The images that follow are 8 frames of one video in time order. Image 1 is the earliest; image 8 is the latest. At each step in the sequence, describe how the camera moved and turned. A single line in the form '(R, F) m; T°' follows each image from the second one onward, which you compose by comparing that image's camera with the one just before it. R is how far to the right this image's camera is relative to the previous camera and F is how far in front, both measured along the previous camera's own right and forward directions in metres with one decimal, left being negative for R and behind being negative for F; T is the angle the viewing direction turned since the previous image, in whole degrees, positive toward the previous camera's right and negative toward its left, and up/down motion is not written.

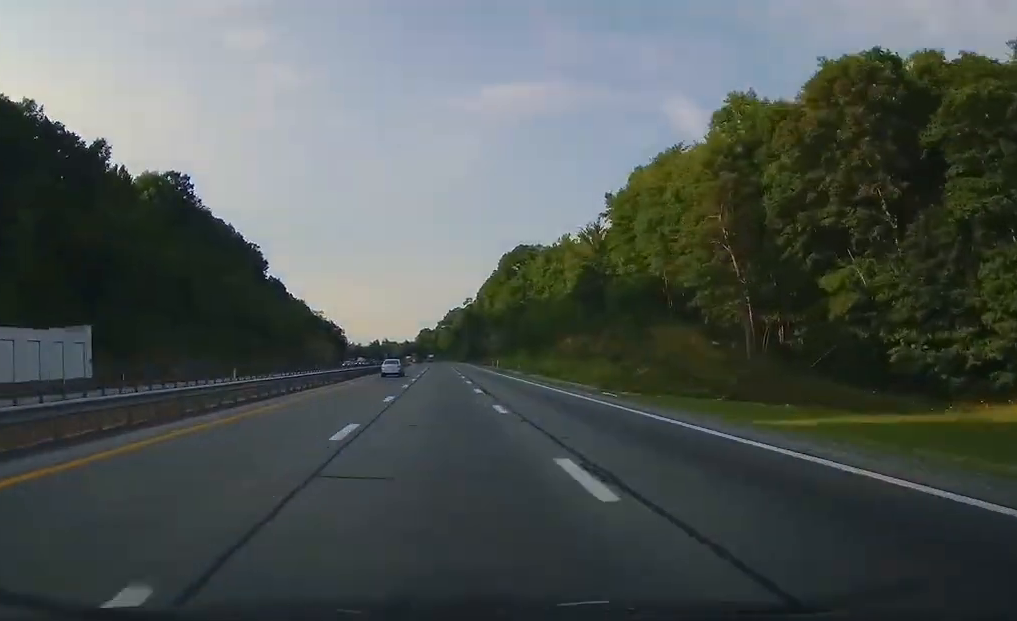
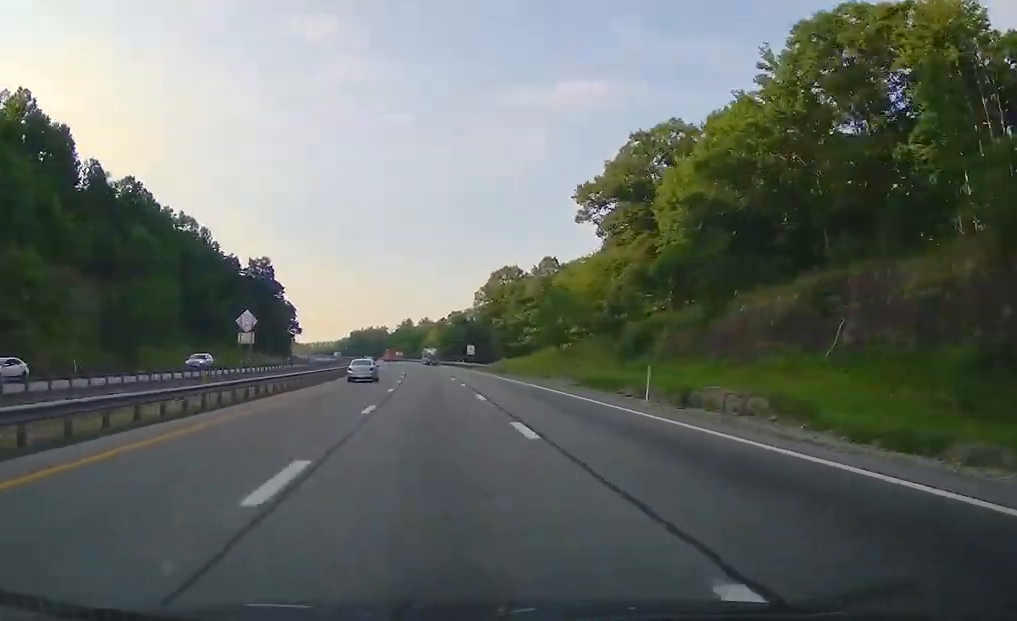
(-14.0, +306.3) m; -7°
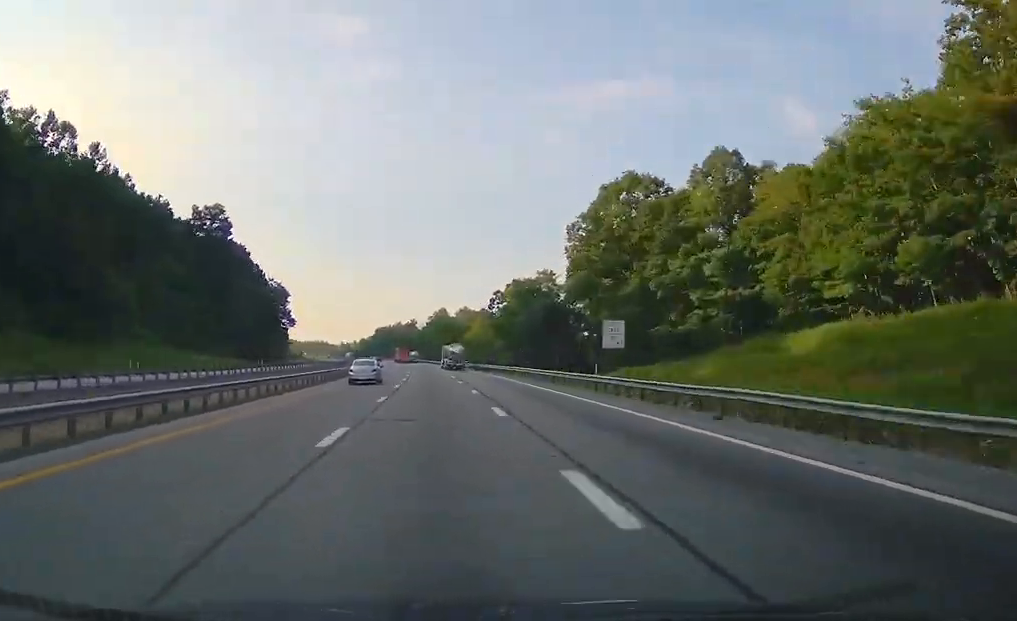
(-1.0, +80.0) m; -3°
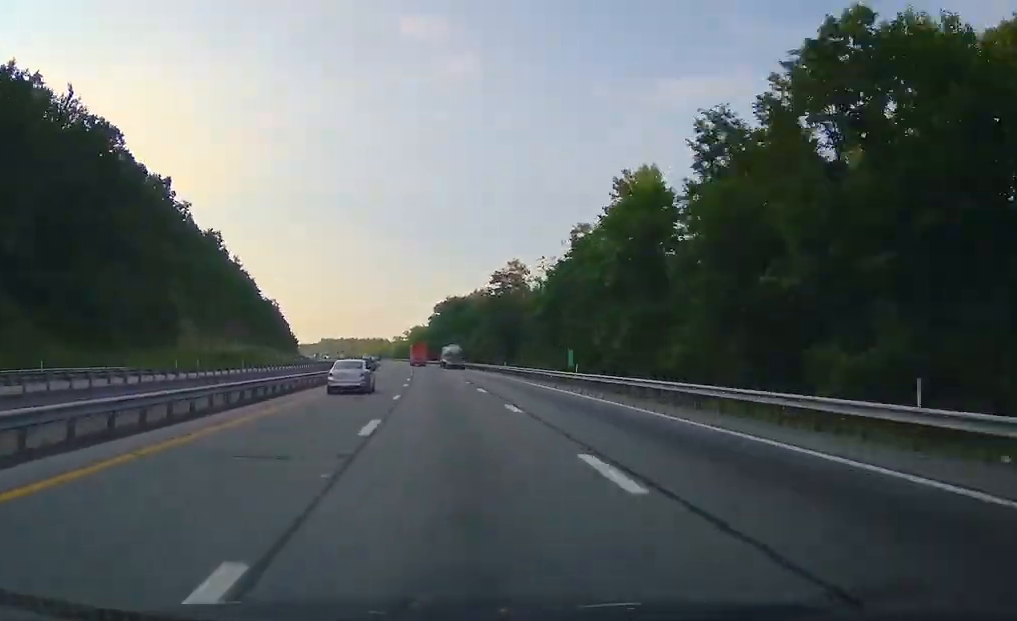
(-12.6, +205.2) m; -7°
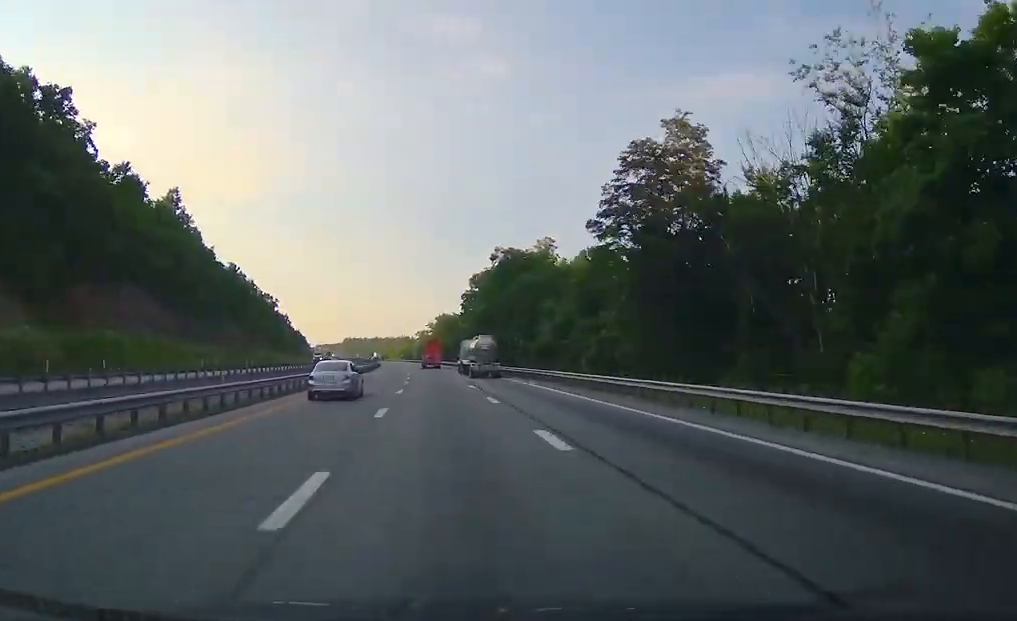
(-1.8, +82.3) m; -3°
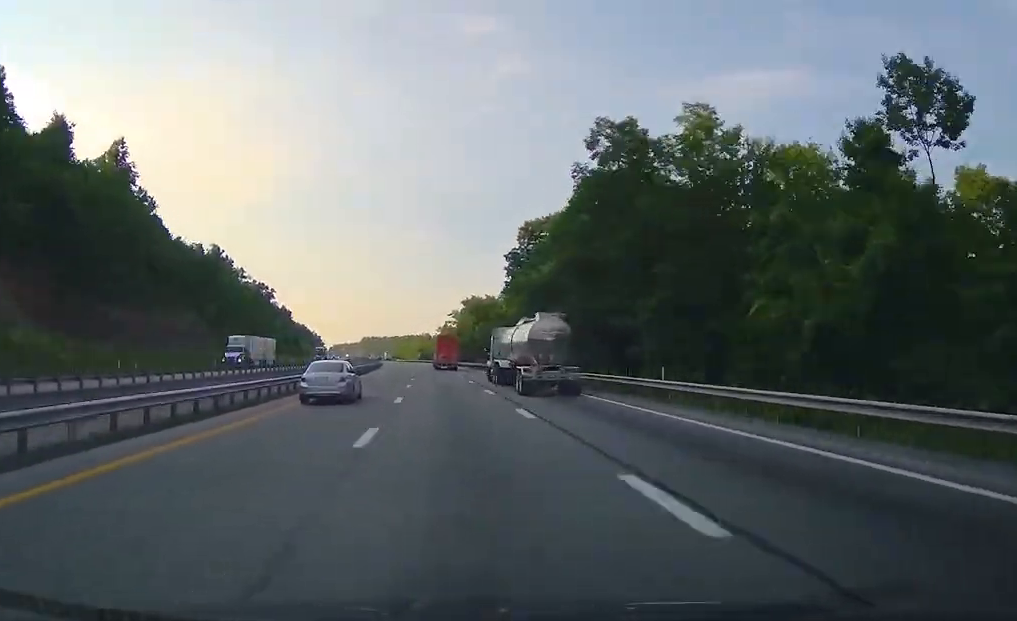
(-1.0, +56.2) m; -2°
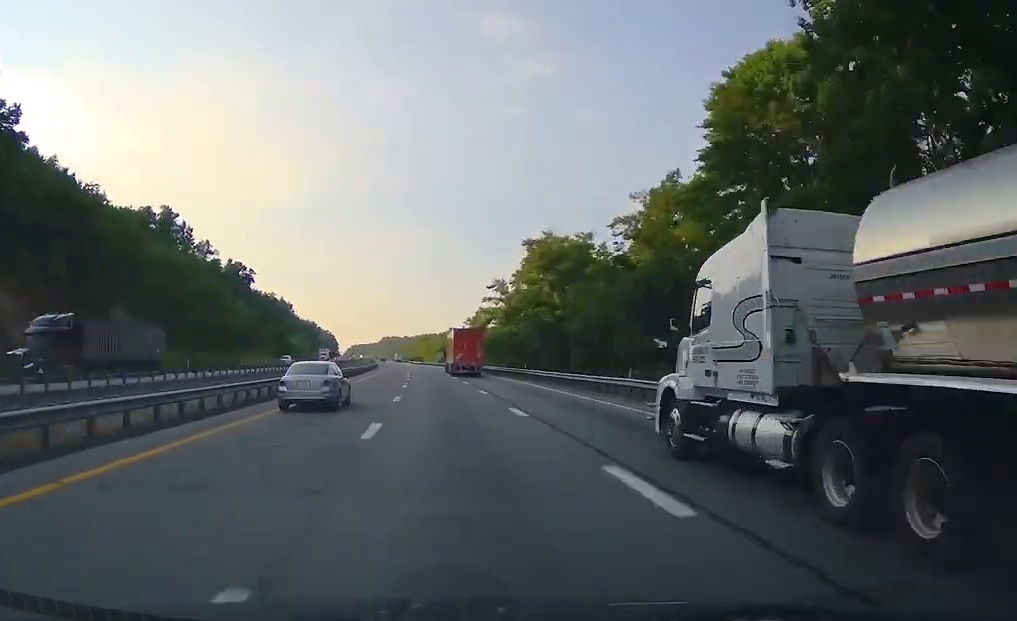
(-1.5, +73.6) m; -2°
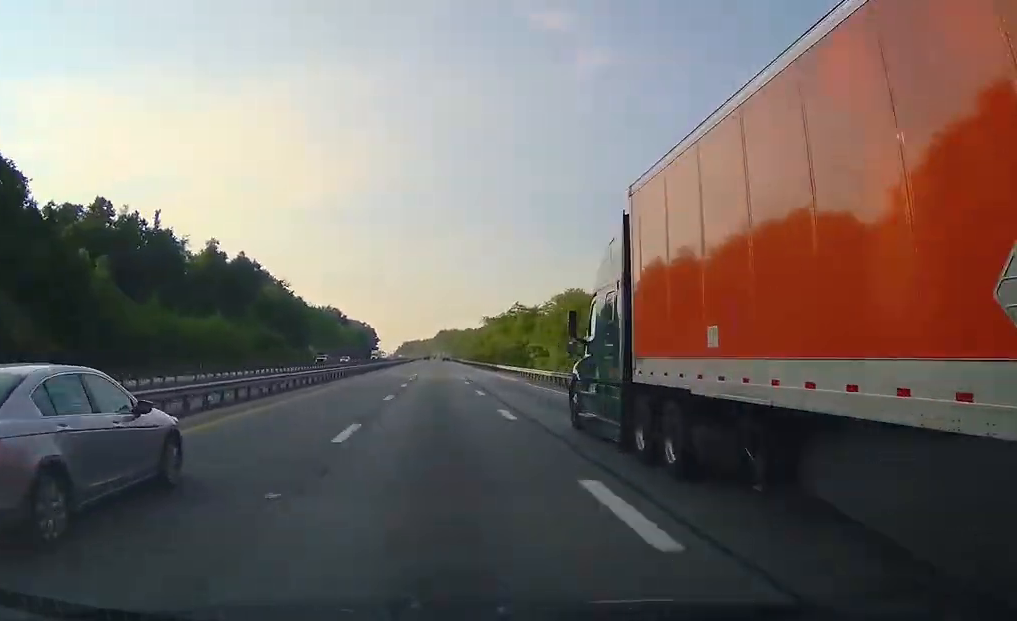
(-7.8, +183.5) m; -4°
